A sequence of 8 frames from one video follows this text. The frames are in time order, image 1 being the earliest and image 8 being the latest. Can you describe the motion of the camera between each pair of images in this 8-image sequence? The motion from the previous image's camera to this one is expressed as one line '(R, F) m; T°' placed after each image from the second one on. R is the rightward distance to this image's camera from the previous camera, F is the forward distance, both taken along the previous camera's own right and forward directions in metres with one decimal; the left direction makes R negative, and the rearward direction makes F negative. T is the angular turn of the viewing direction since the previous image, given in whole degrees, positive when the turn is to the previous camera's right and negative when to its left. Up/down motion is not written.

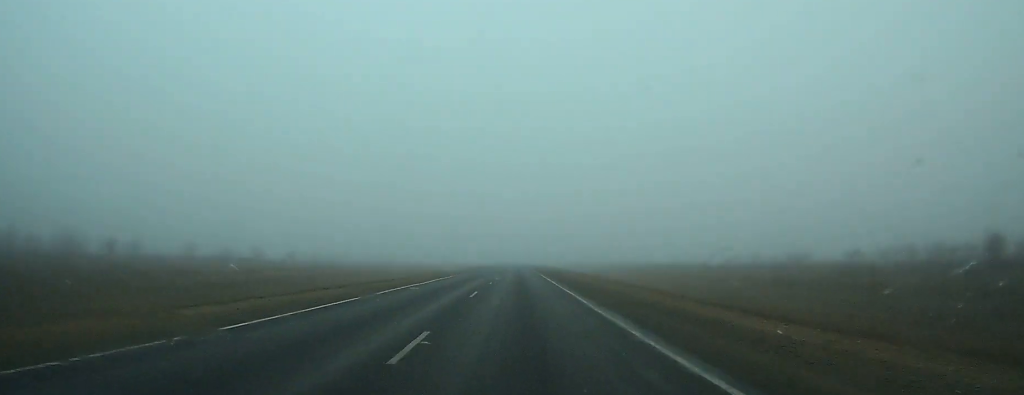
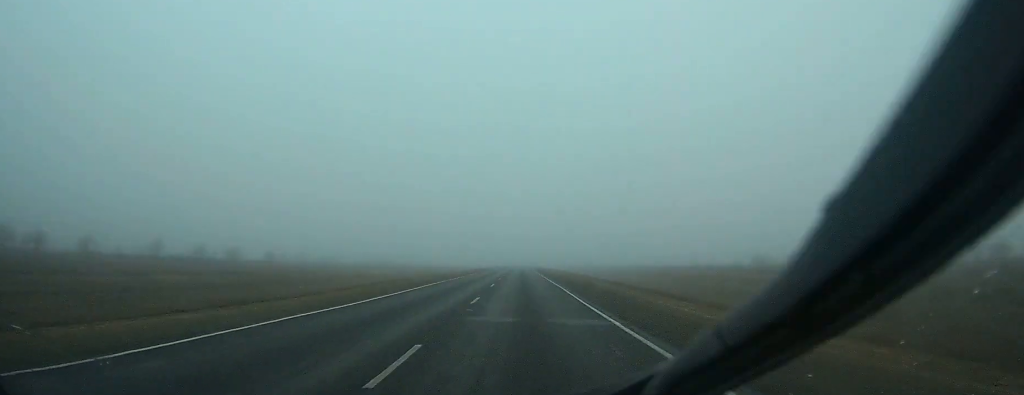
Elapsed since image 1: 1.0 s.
(-0.2, +25.3) m; 0°
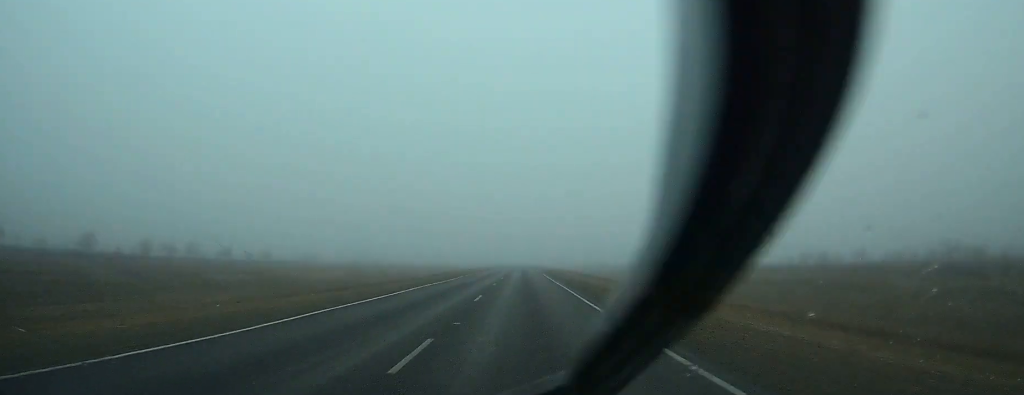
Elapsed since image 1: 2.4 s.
(0.0, +34.8) m; 0°
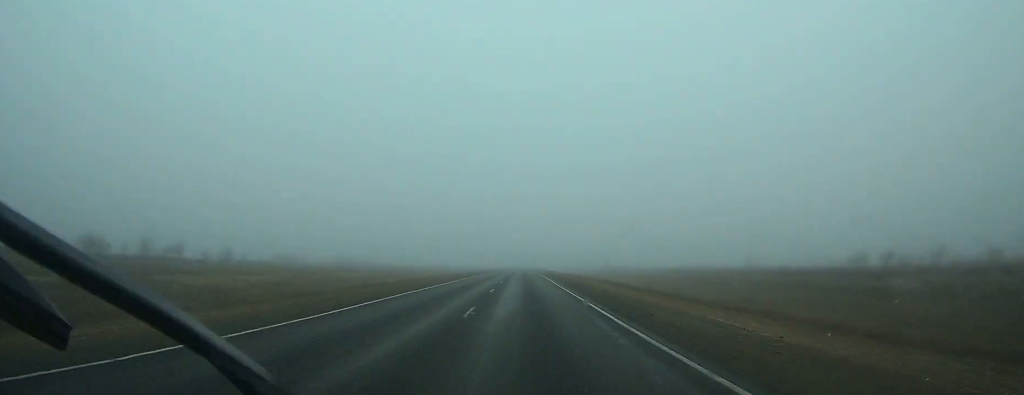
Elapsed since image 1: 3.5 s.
(0.0, +27.7) m; 0°
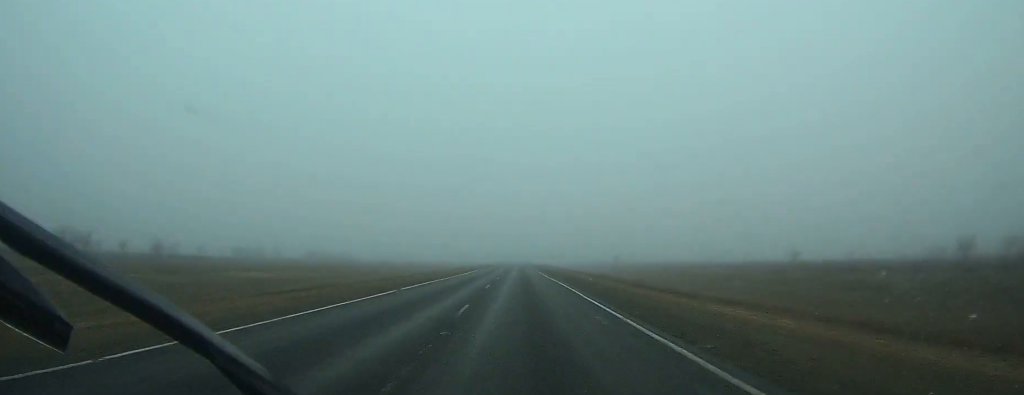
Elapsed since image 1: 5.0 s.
(+0.1, +35.9) m; 0°
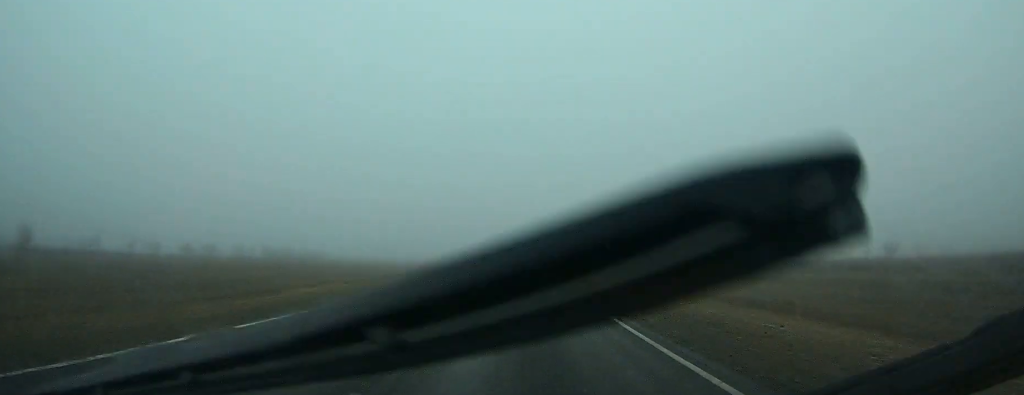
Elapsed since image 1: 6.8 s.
(+0.2, +46.7) m; 0°
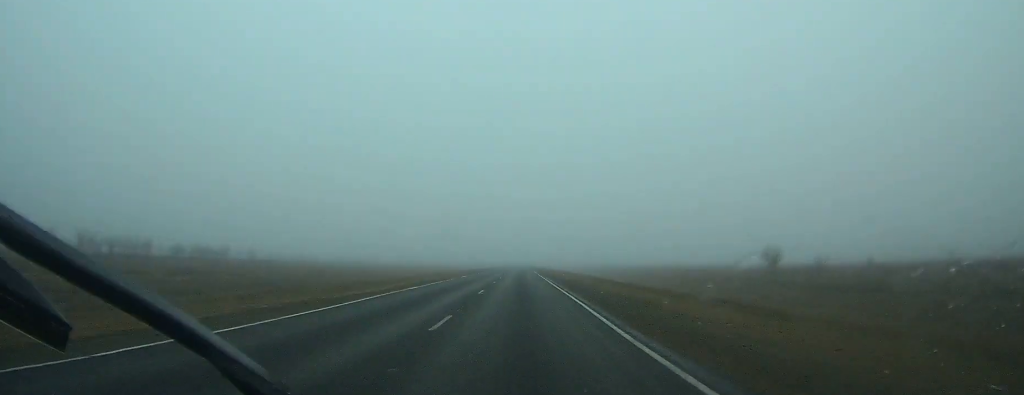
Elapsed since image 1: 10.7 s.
(-0.1, +102.4) m; 0°
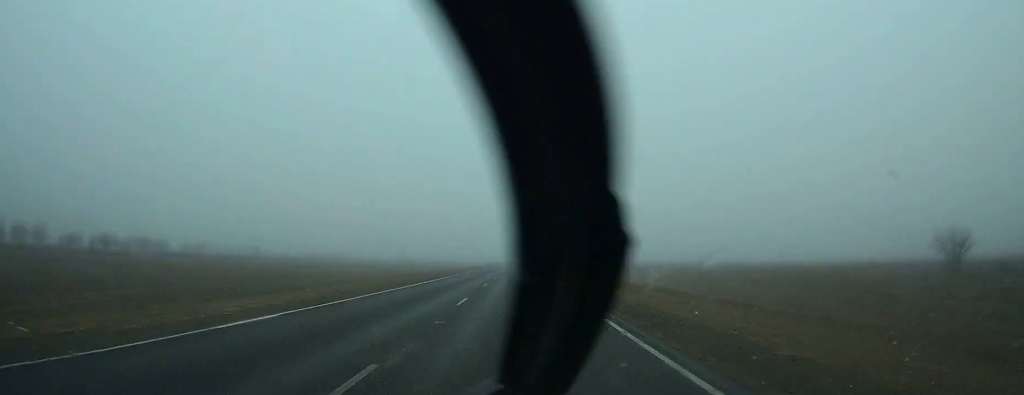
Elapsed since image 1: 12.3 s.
(0.0, +42.3) m; 0°
